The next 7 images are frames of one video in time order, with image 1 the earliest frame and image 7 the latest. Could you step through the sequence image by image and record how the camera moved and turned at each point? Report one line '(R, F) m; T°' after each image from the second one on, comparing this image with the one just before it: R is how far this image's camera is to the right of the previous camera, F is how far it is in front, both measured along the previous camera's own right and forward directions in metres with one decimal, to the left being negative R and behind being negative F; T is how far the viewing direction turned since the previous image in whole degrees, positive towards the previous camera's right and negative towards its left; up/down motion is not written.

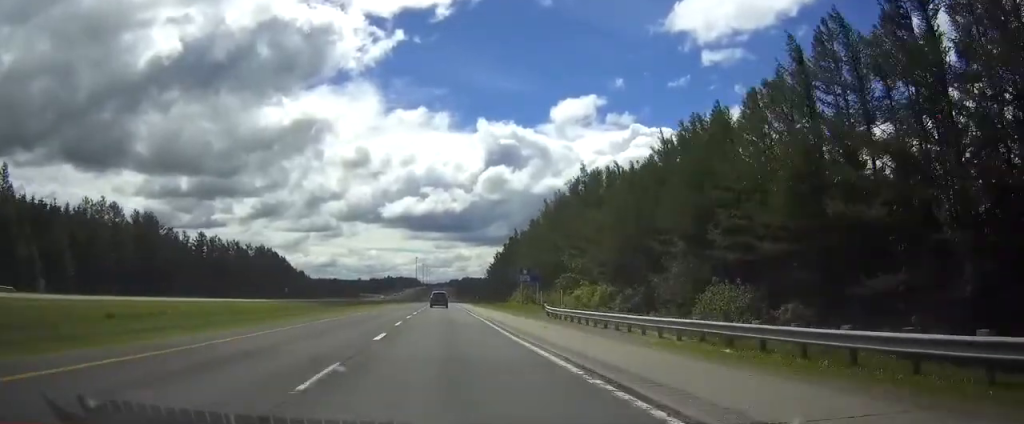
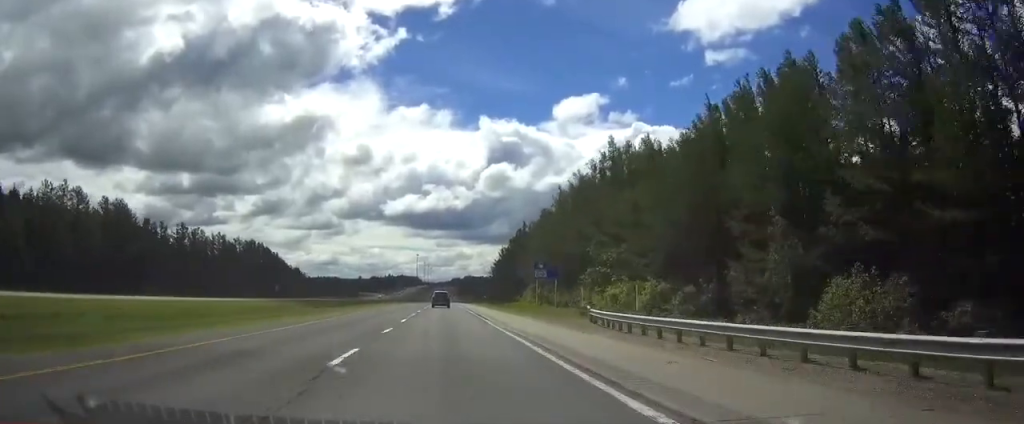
(0.0, +15.1) m; 0°
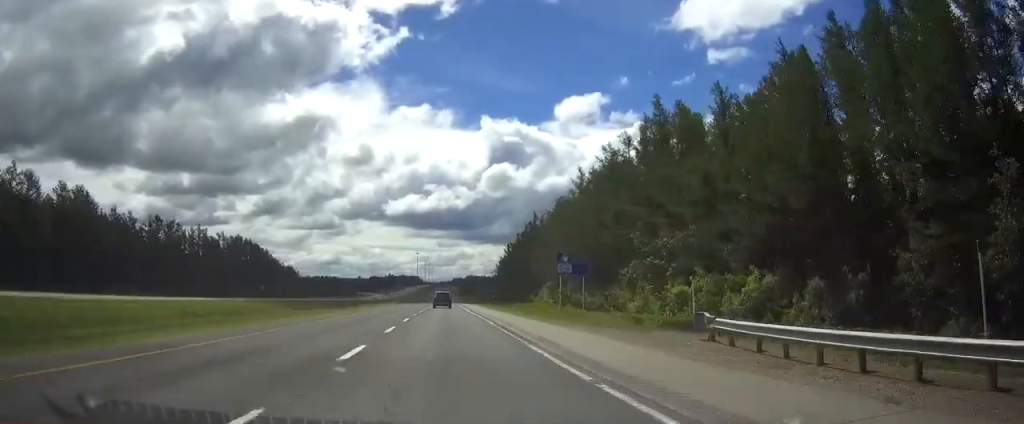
(0.0, +17.2) m; 0°
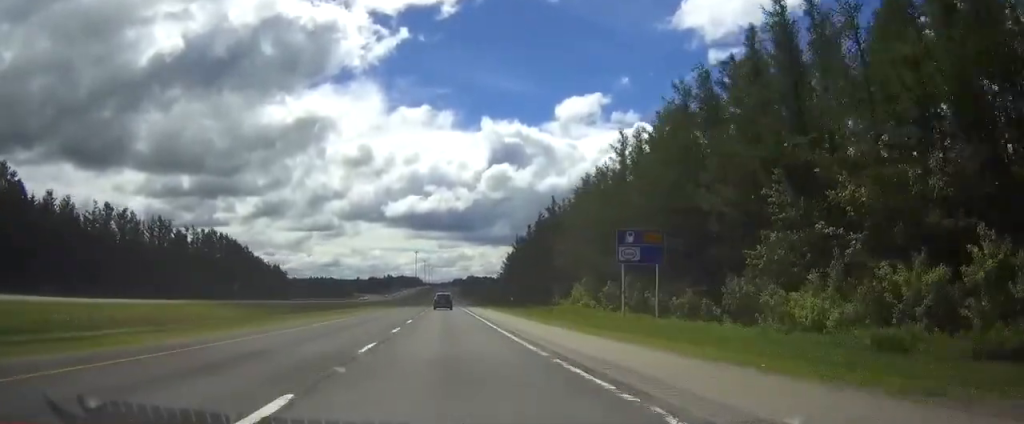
(0.0, +25.3) m; 0°
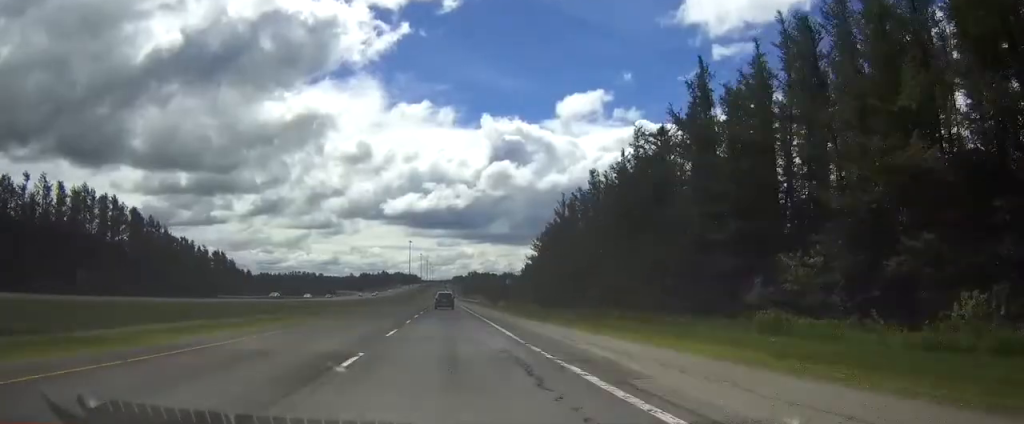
(0.0, +74.2) m; 0°
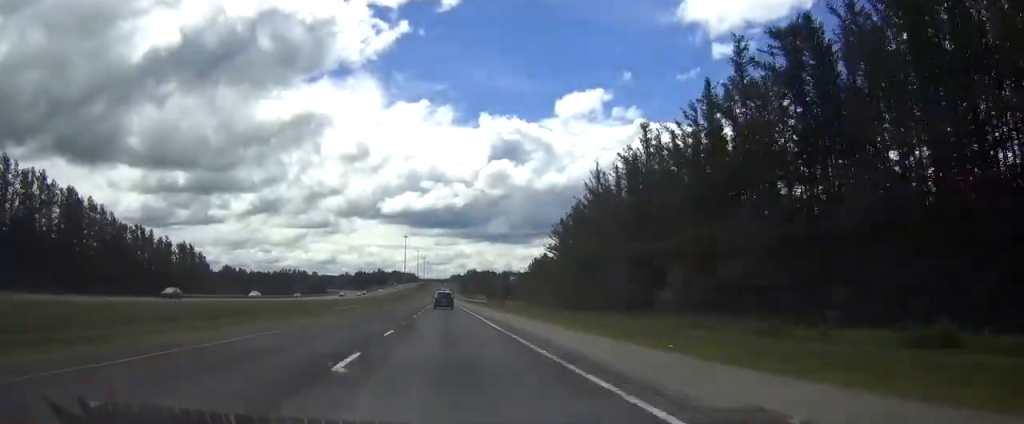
(0.0, +27.5) m; 0°
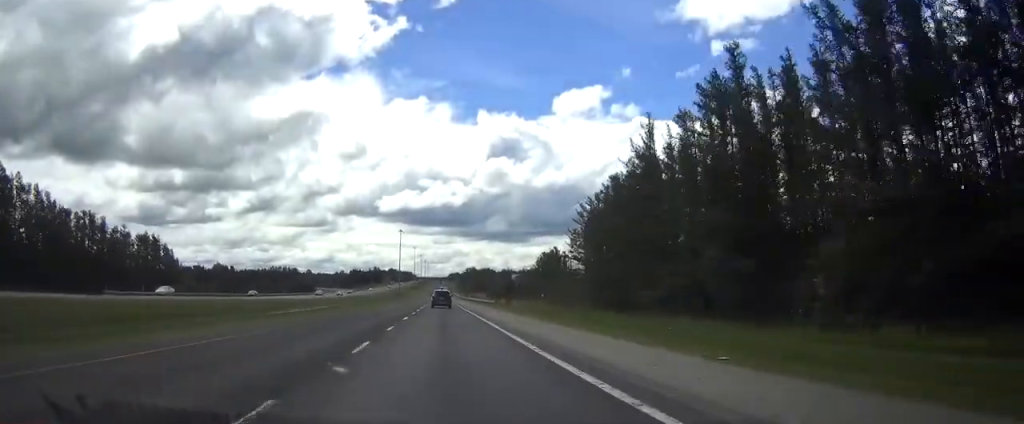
(+0.1, +24.5) m; 0°
